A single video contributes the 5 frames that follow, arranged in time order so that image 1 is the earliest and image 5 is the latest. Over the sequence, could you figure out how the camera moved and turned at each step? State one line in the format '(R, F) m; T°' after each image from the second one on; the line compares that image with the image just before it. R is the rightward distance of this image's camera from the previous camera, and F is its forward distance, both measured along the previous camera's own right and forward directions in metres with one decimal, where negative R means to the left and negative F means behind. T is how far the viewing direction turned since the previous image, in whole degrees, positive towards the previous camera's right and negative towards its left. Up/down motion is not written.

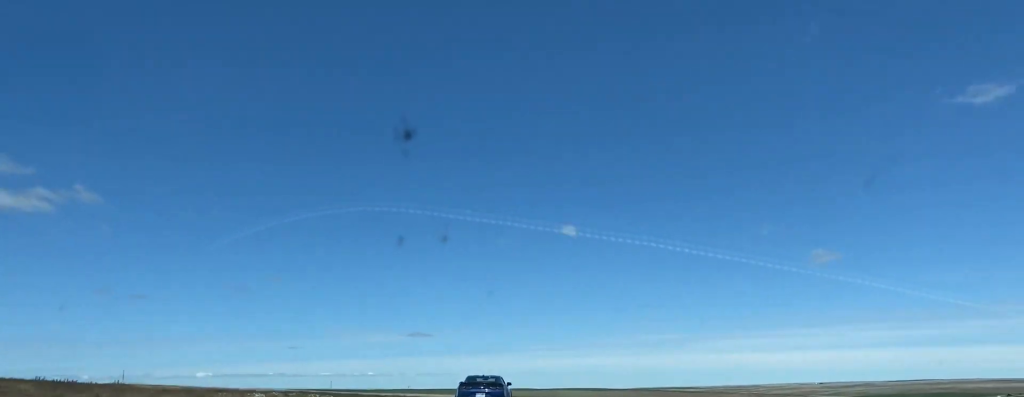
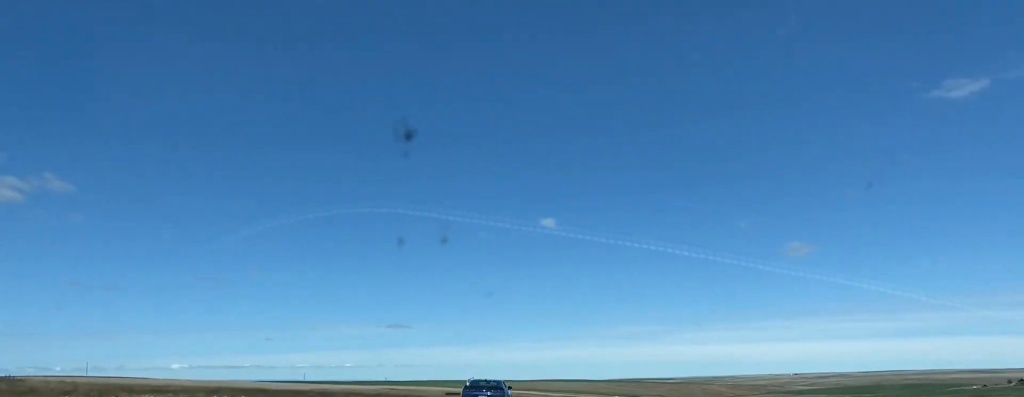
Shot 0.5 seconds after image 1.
(-0.6, +11.9) m; +1°
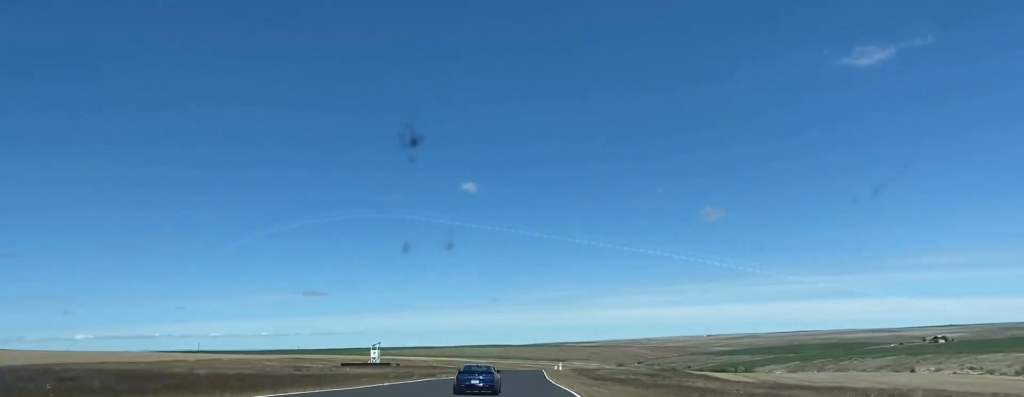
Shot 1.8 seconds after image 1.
(+5.0, +40.9) m; +8°
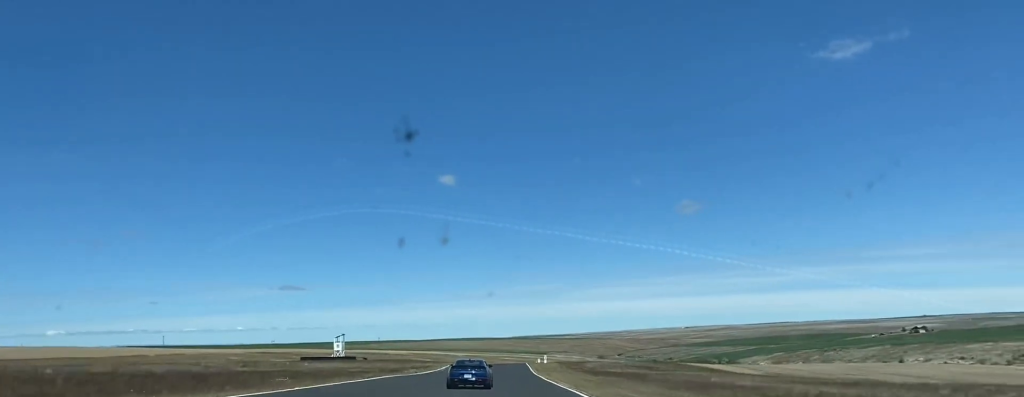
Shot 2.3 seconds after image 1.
(-0.1, +14.2) m; +1°
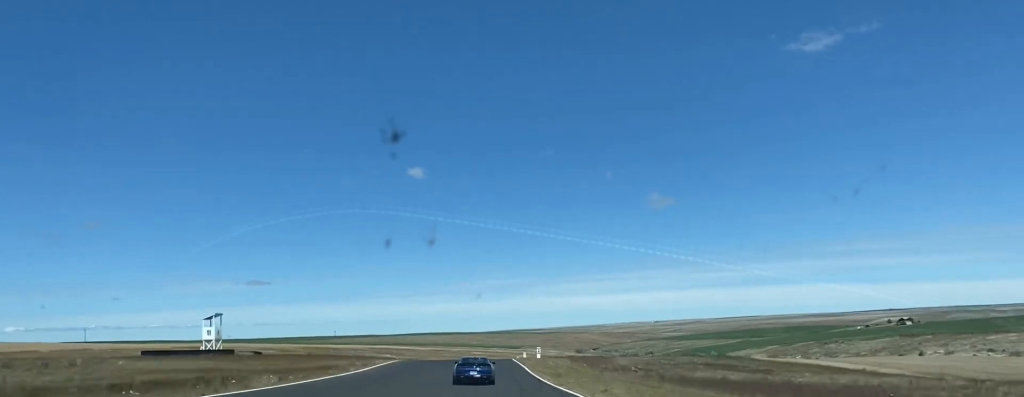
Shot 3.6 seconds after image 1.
(+1.4, +49.3) m; +2°
